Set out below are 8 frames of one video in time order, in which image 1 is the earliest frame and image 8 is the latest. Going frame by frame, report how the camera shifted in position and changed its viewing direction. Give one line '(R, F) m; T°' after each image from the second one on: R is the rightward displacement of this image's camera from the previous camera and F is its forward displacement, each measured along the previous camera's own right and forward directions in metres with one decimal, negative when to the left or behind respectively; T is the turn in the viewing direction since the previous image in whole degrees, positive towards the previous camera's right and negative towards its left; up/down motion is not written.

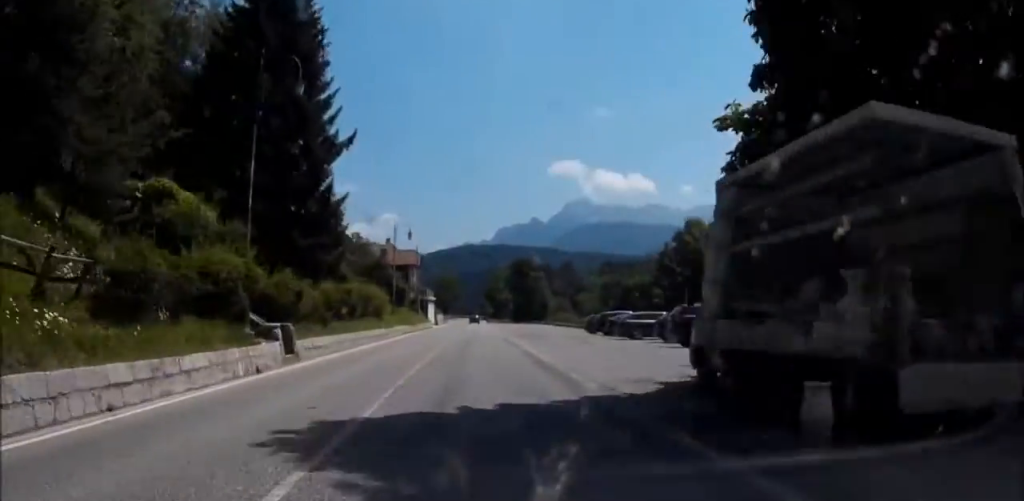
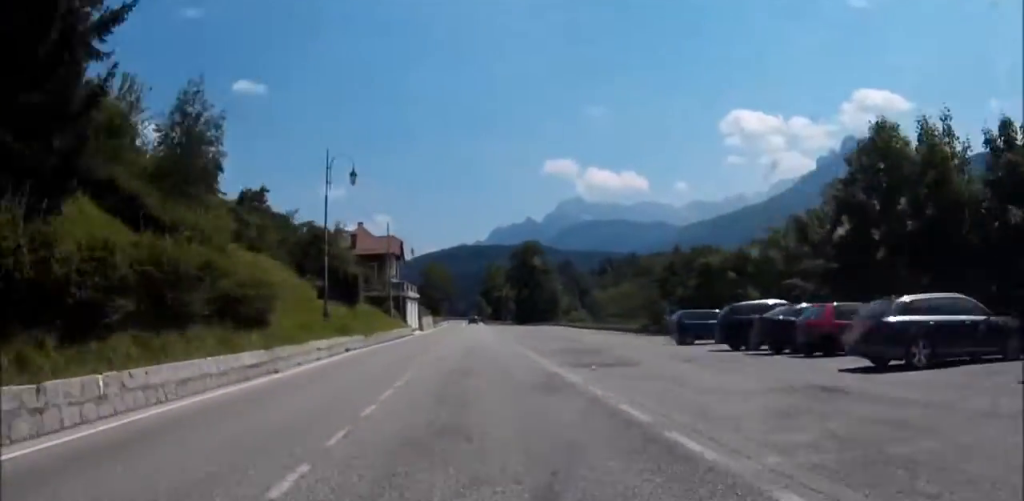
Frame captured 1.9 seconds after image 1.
(+0.3, +26.5) m; +1°
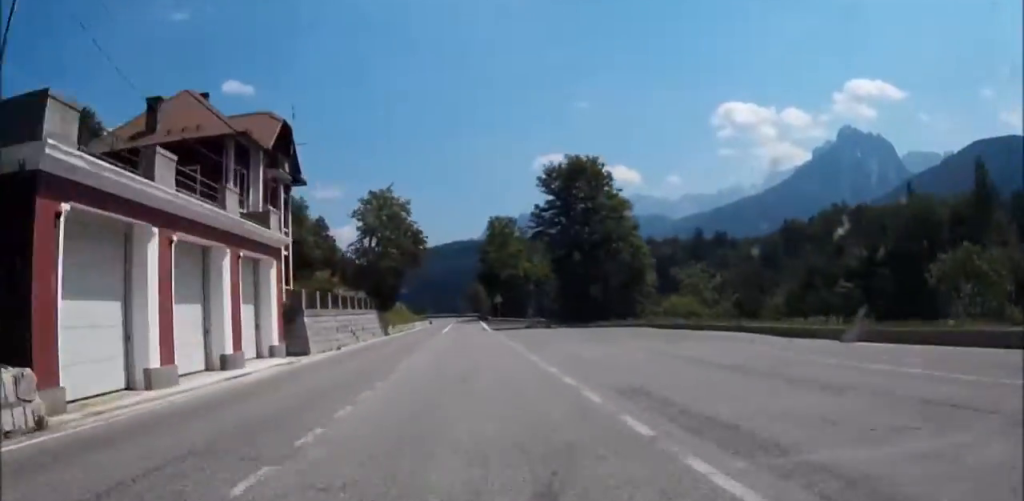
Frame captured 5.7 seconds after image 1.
(+0.6, +59.9) m; +1°
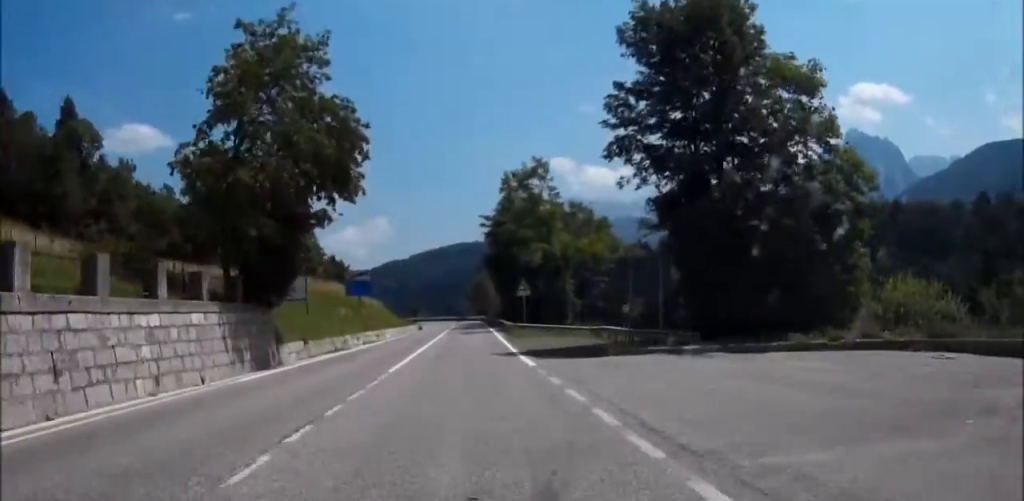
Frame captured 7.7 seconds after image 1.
(+0.2, +32.1) m; 0°
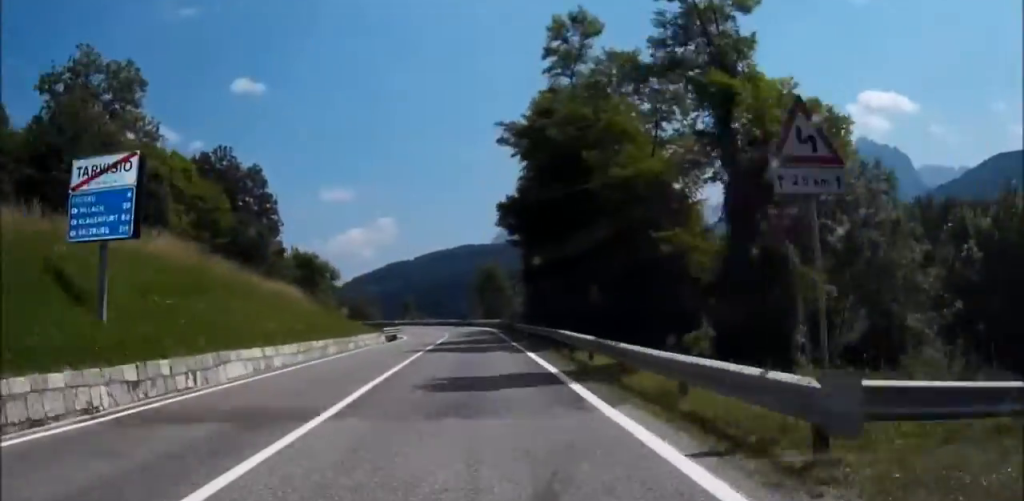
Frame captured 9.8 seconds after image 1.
(-0.5, +36.0) m; -1°
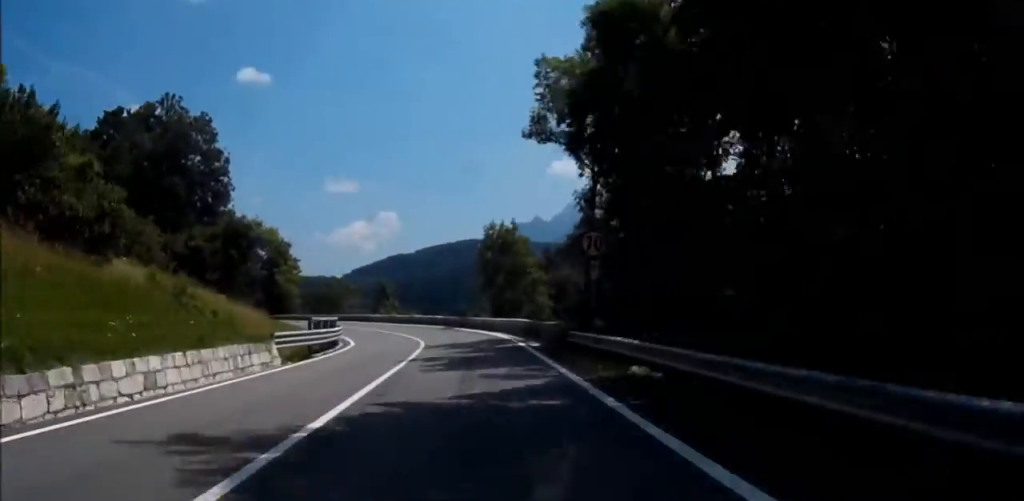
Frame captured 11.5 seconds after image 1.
(-0.2, +28.3) m; -2°
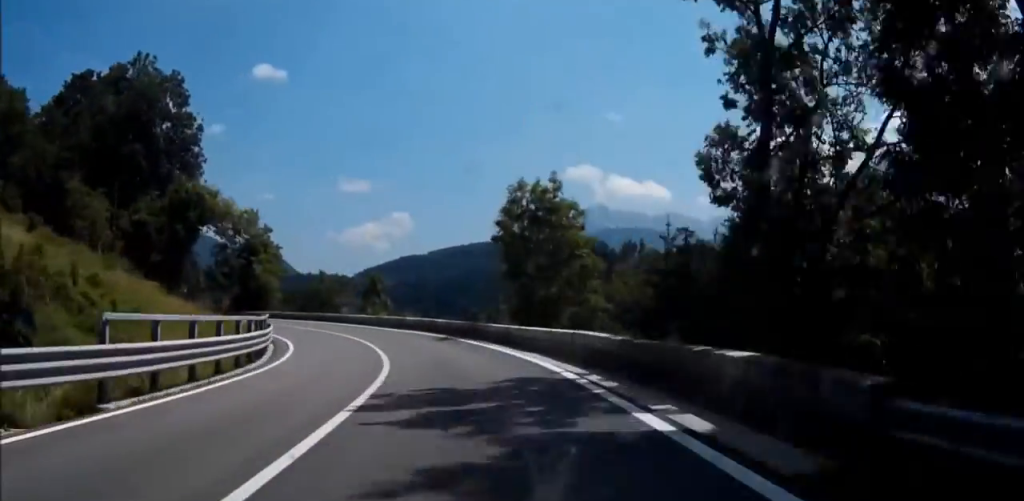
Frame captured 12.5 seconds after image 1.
(+0.8, +17.0) m; -2°
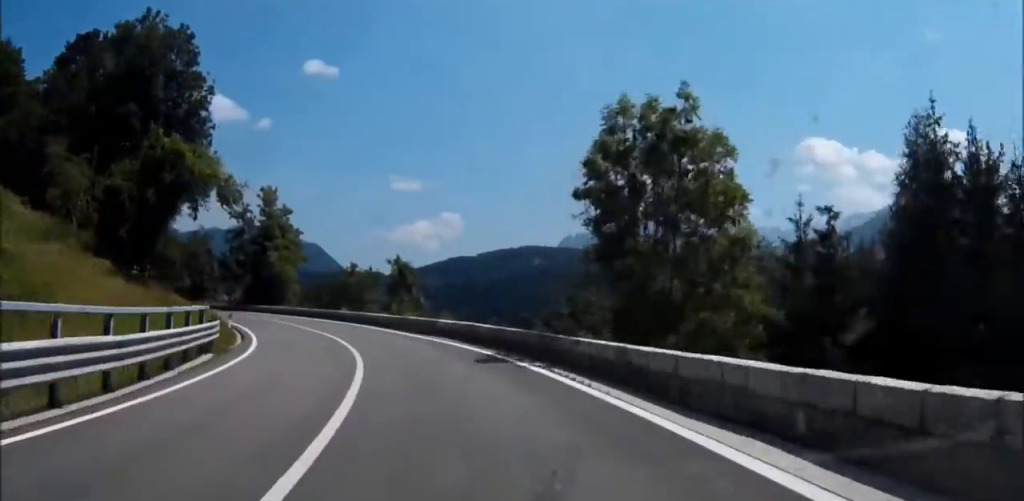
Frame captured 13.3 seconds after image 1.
(-1.0, +13.7) m; -7°
